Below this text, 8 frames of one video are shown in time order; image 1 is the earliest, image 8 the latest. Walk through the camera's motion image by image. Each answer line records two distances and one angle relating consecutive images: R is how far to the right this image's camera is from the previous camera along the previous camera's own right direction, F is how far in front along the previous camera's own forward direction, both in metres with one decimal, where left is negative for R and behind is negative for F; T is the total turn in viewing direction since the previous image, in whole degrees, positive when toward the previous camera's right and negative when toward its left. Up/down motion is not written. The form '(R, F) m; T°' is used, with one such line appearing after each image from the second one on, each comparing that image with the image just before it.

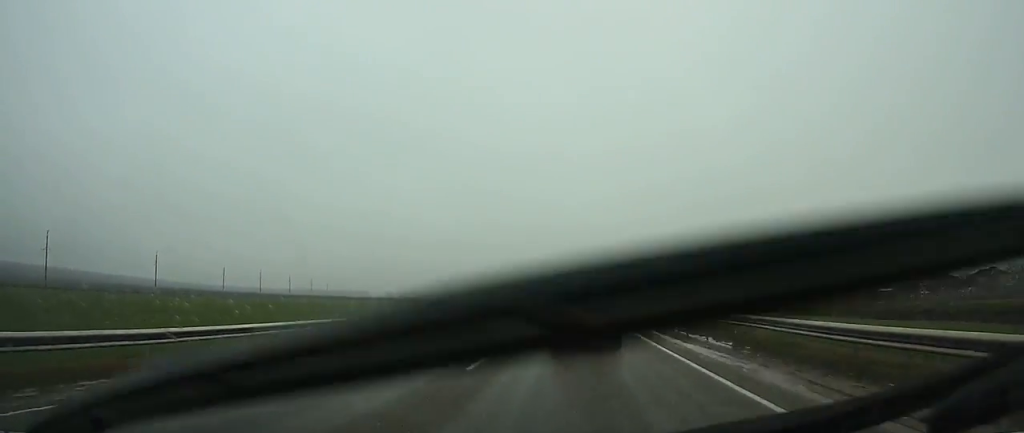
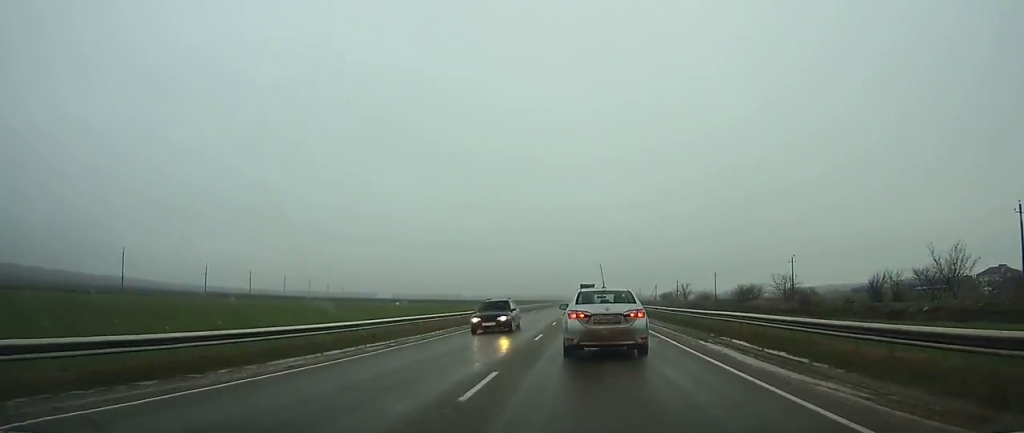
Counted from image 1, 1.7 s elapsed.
(-0.4, +37.9) m; -1°
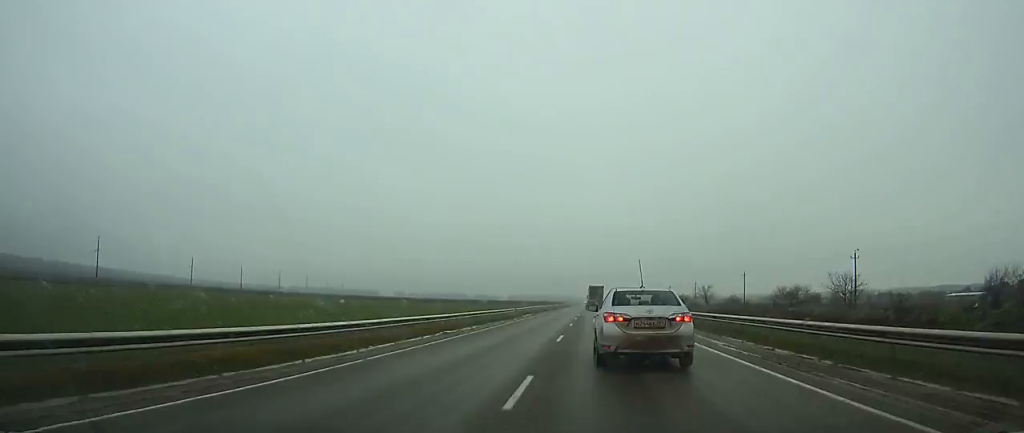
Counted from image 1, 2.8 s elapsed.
(-0.1, +23.9) m; 0°
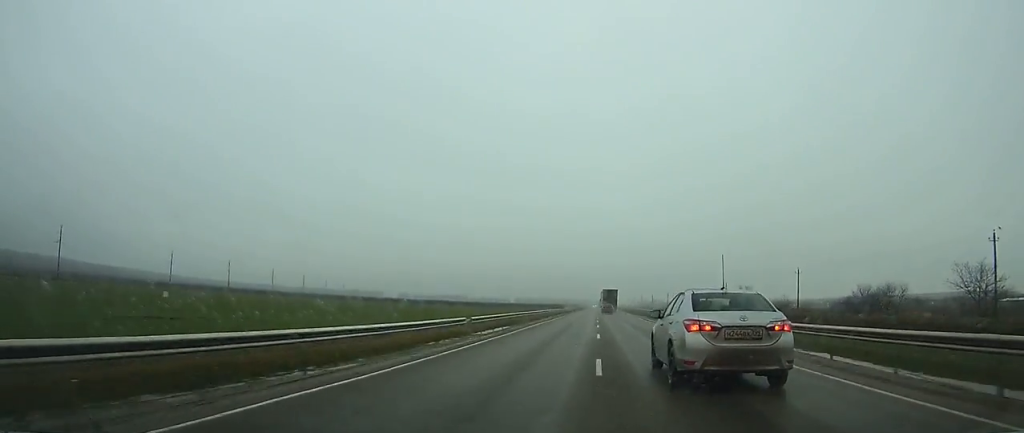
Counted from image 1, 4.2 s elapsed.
(-0.2, +32.0) m; 0°
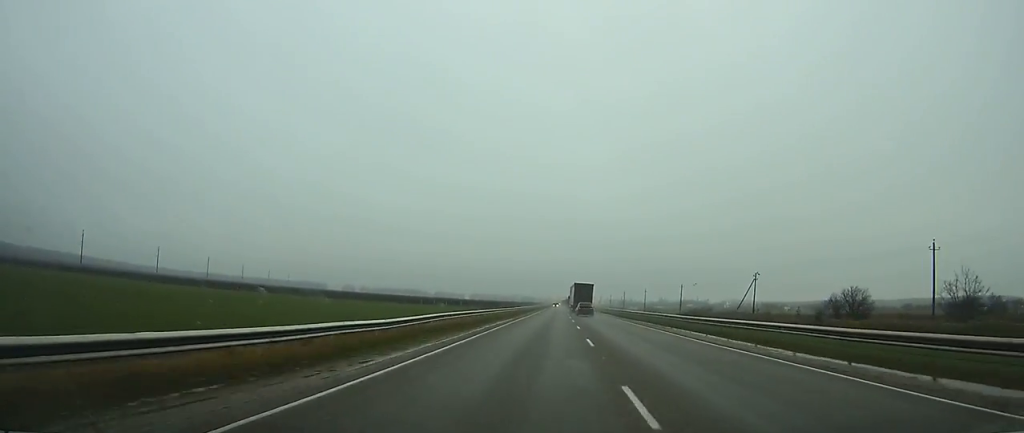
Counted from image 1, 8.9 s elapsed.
(+2.2, +116.8) m; +2°
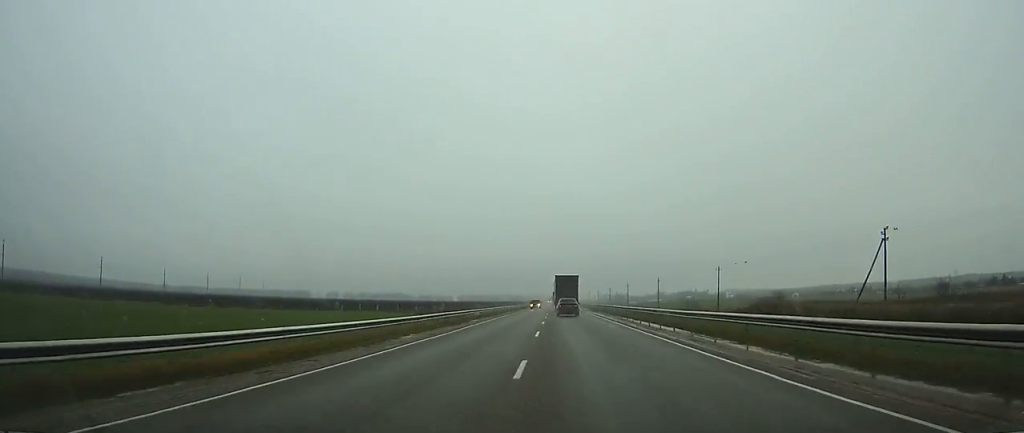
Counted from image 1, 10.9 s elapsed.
(+0.3, +49.2) m; 0°
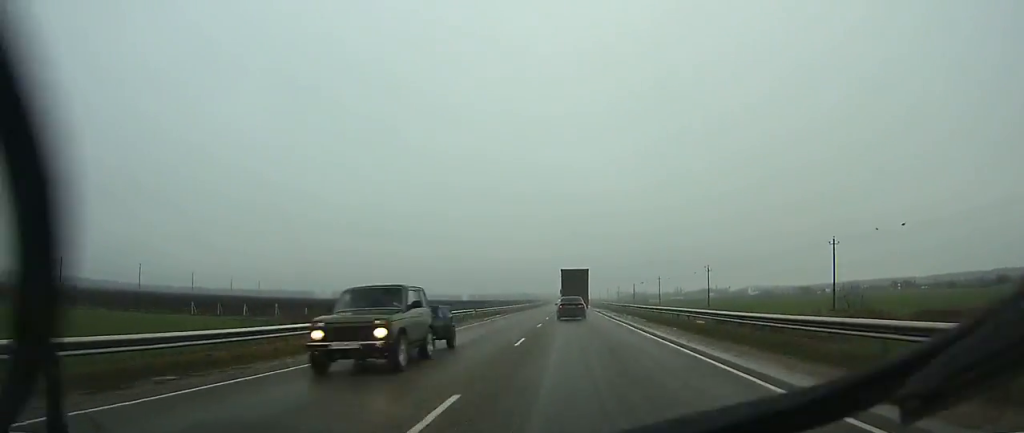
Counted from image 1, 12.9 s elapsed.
(0.0, +47.5) m; 0°
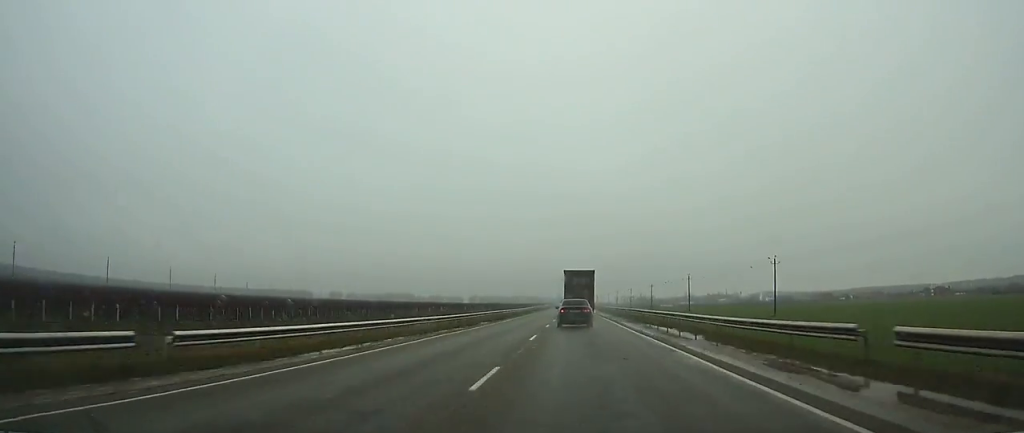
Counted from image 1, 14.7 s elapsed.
(-0.1, +41.0) m; 0°
